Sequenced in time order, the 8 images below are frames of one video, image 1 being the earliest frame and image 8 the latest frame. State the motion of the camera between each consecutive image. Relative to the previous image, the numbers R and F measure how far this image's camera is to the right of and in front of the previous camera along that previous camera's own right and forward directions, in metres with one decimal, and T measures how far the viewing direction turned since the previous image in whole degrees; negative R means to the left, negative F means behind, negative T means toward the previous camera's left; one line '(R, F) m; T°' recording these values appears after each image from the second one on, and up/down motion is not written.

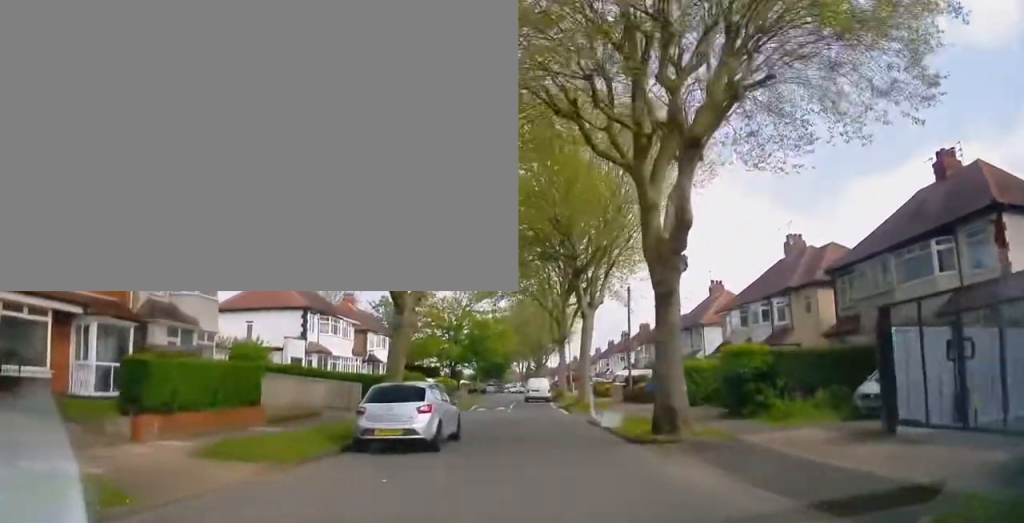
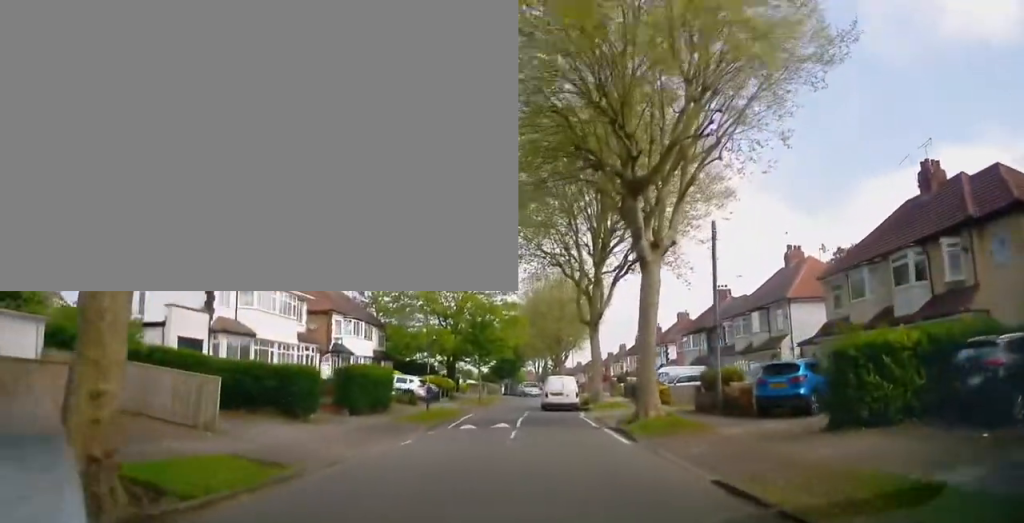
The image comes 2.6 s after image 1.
(-0.8, +13.1) m; -8°
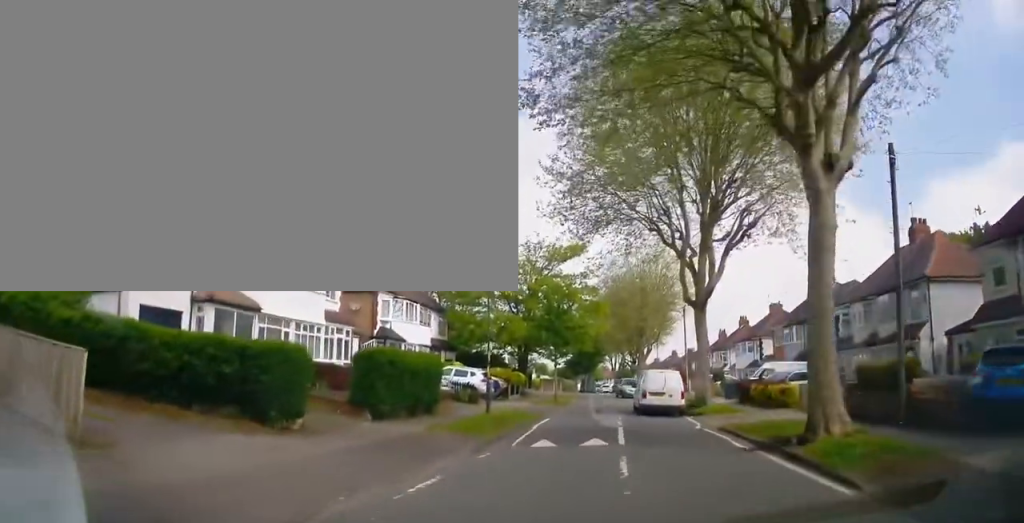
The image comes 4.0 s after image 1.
(0.0, +6.6) m; 0°
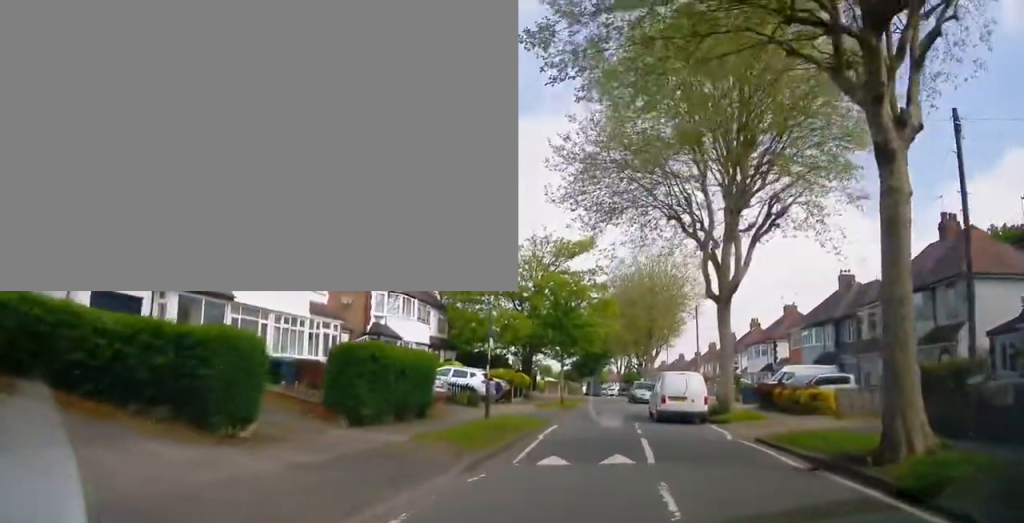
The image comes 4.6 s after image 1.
(0.0, +2.5) m; 0°
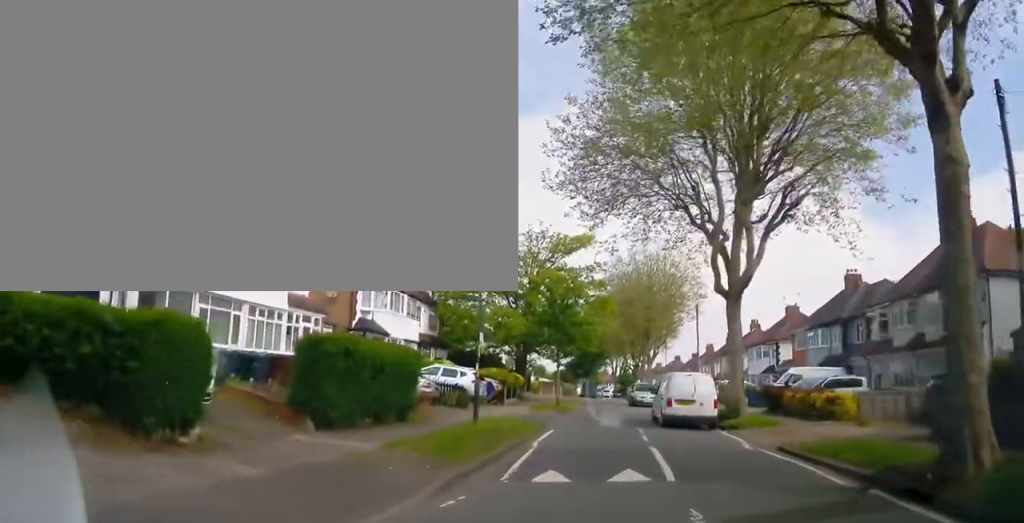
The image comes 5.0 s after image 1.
(0.0, +1.8) m; 0°
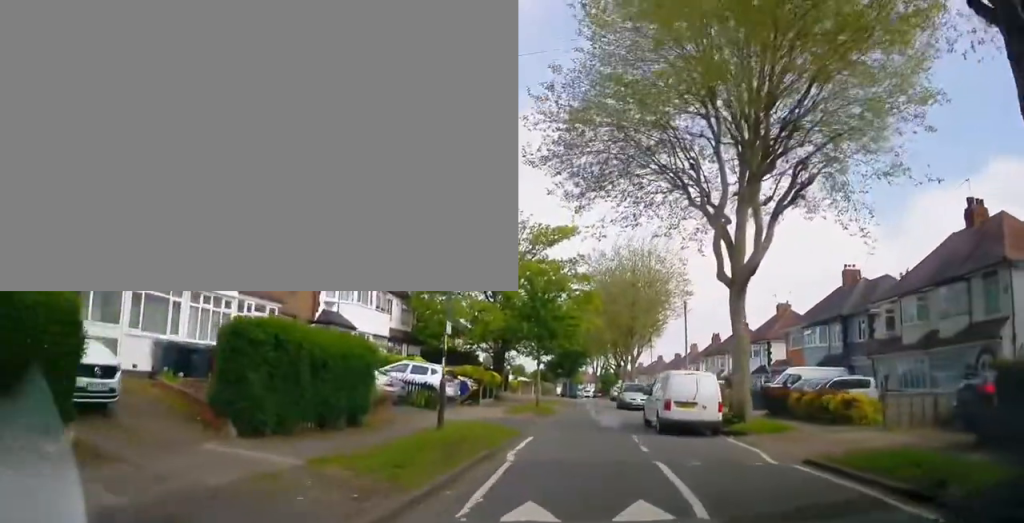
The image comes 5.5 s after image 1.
(0.0, +2.3) m; 0°
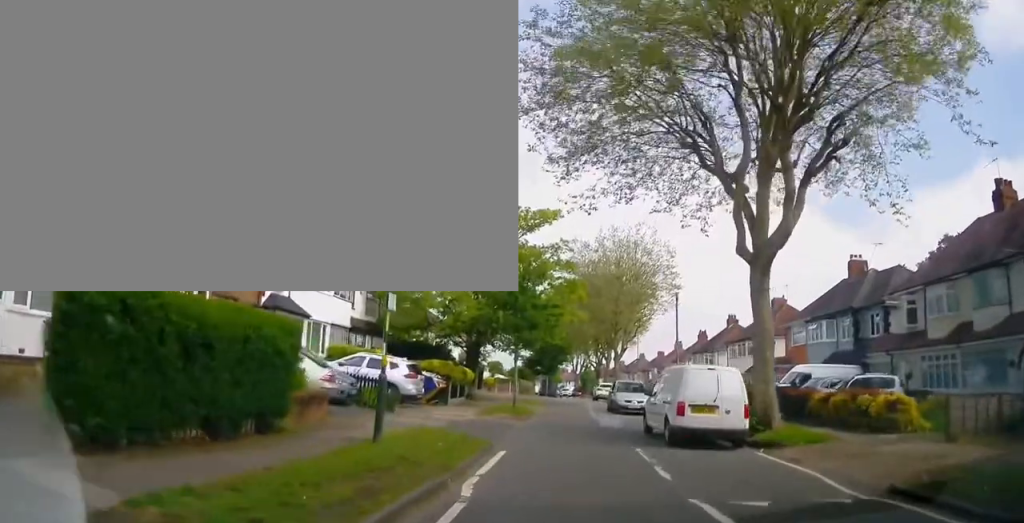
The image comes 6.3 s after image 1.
(0.0, +3.9) m; +3°
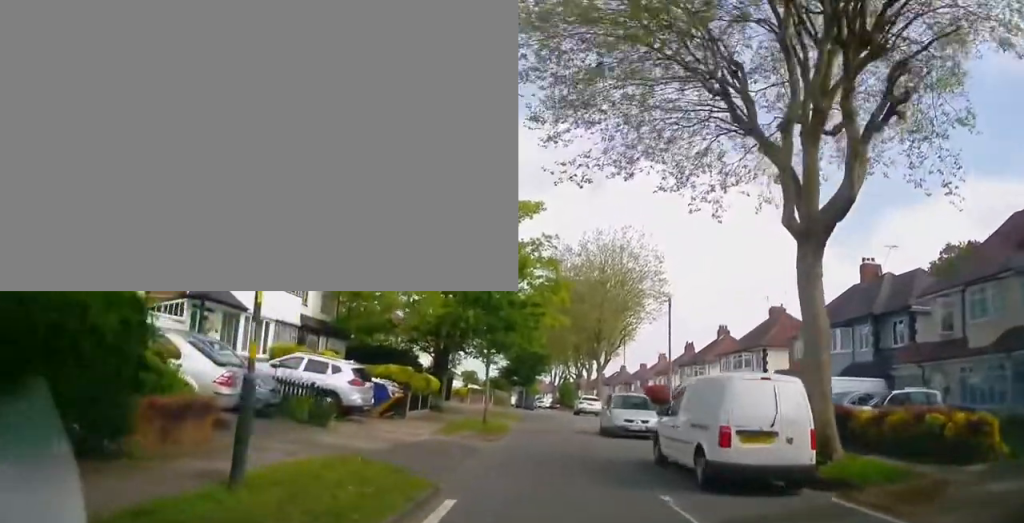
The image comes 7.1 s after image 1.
(+0.2, +4.1) m; +4°
